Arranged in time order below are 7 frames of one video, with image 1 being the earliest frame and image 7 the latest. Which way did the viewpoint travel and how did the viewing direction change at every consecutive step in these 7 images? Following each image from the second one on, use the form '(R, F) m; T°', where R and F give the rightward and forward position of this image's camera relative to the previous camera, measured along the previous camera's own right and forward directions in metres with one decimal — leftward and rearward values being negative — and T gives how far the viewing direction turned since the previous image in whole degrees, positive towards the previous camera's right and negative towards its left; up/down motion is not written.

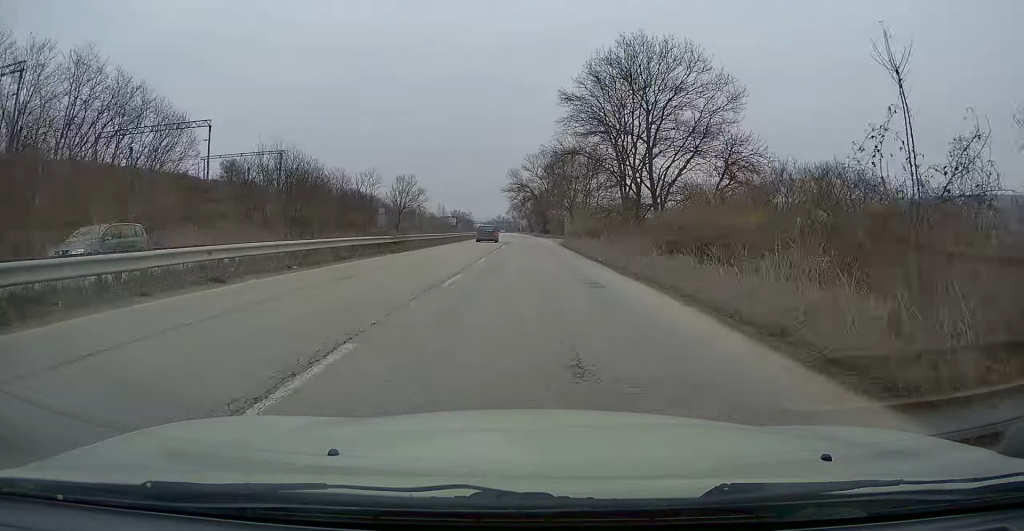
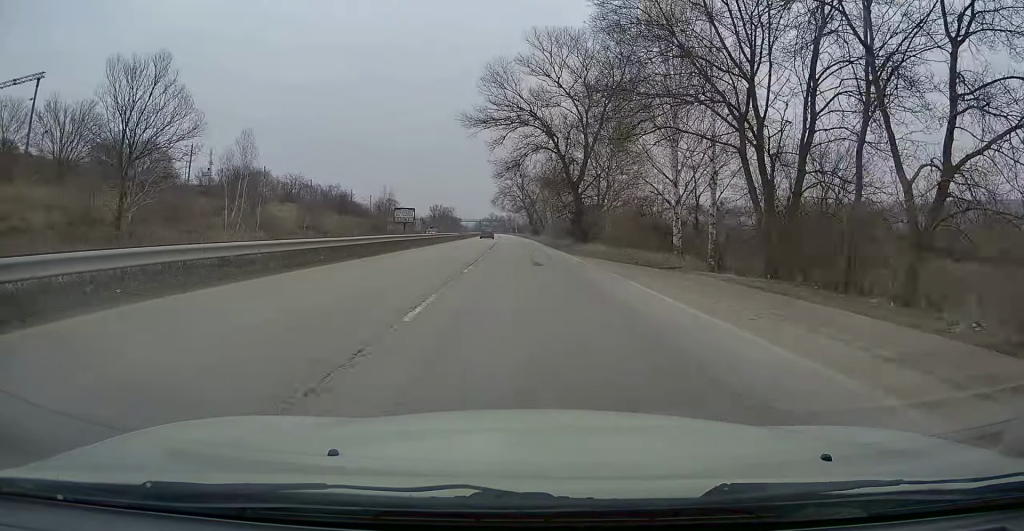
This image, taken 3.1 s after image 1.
(0.0, +75.5) m; +1°
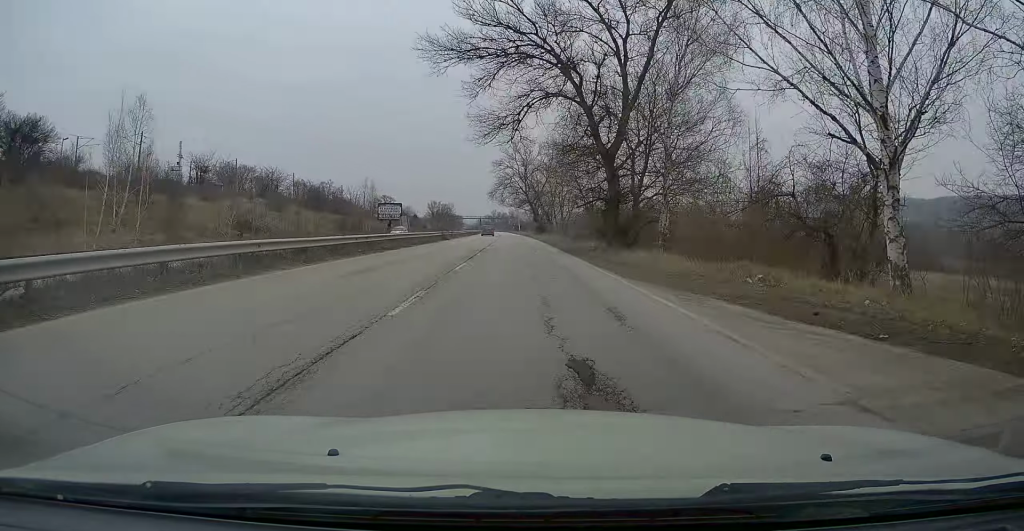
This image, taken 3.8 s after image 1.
(0.0, +17.3) m; 0°
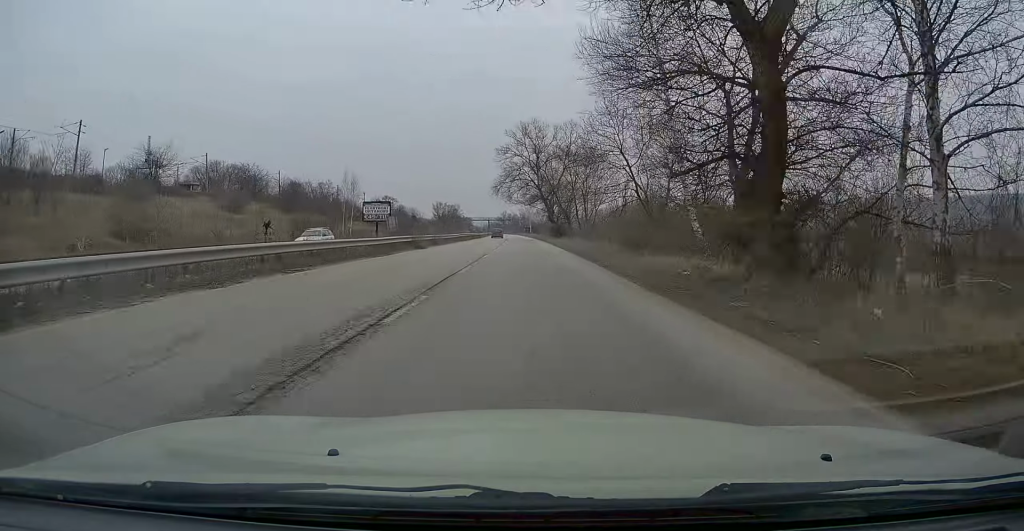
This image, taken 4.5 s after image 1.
(-0.1, +18.1) m; 0°
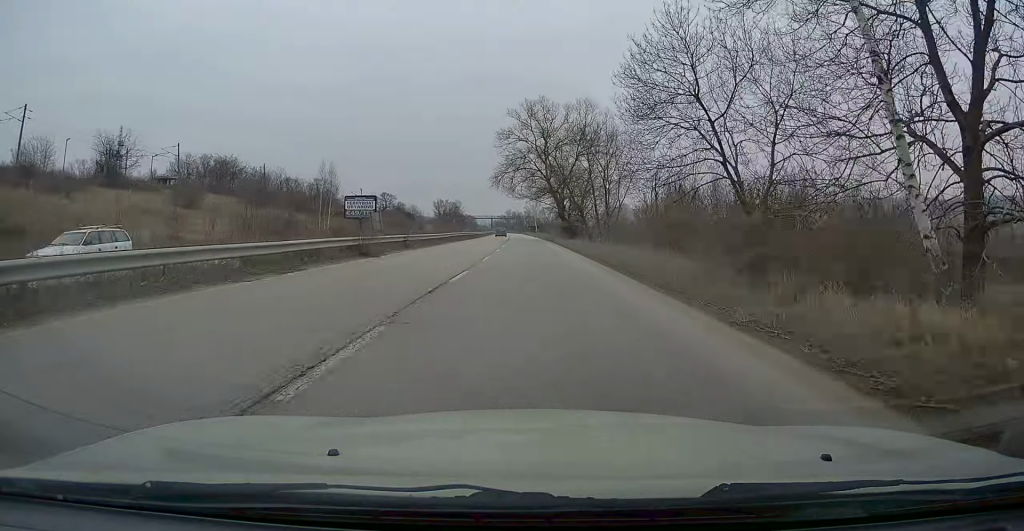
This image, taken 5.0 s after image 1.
(0.0, +12.4) m; -1°
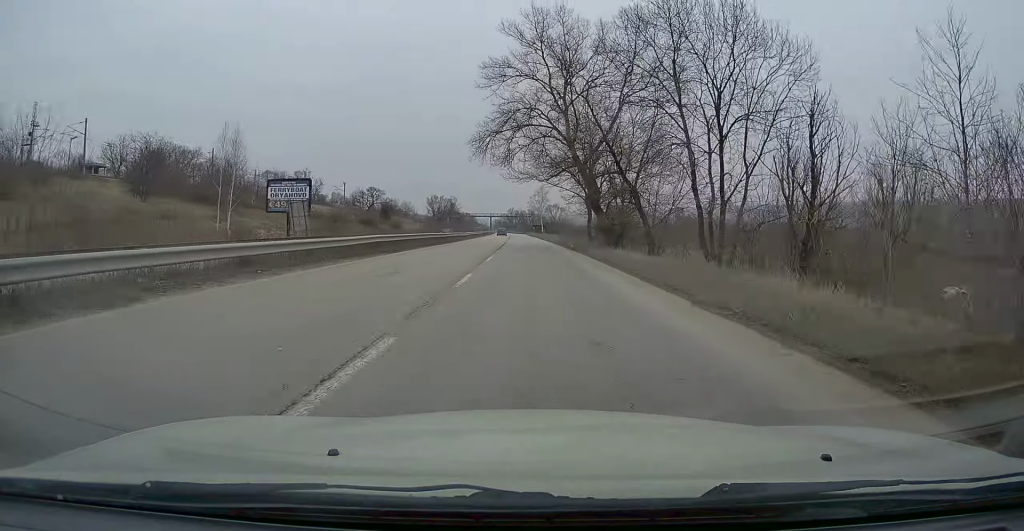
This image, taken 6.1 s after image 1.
(-0.4, +27.4) m; -1°
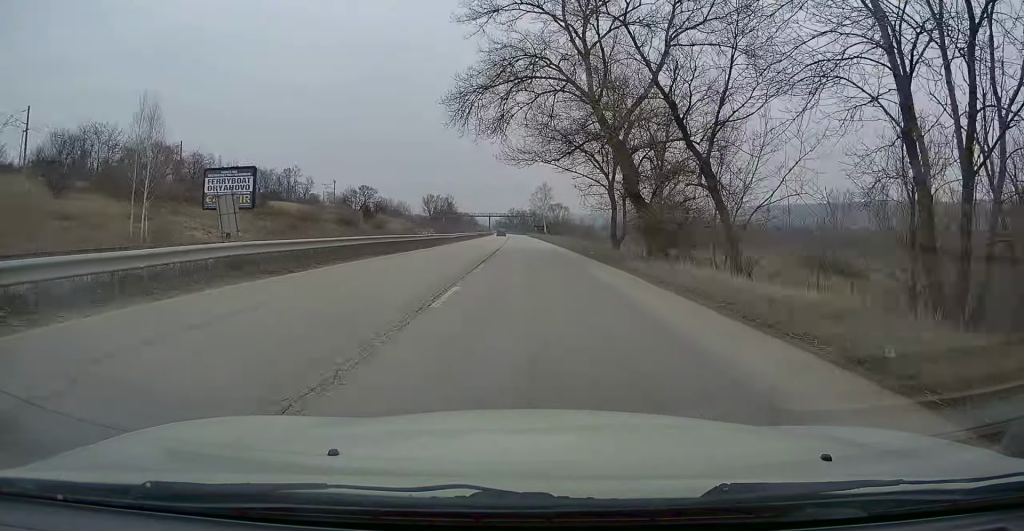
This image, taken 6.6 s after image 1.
(-0.1, +12.5) m; 0°
